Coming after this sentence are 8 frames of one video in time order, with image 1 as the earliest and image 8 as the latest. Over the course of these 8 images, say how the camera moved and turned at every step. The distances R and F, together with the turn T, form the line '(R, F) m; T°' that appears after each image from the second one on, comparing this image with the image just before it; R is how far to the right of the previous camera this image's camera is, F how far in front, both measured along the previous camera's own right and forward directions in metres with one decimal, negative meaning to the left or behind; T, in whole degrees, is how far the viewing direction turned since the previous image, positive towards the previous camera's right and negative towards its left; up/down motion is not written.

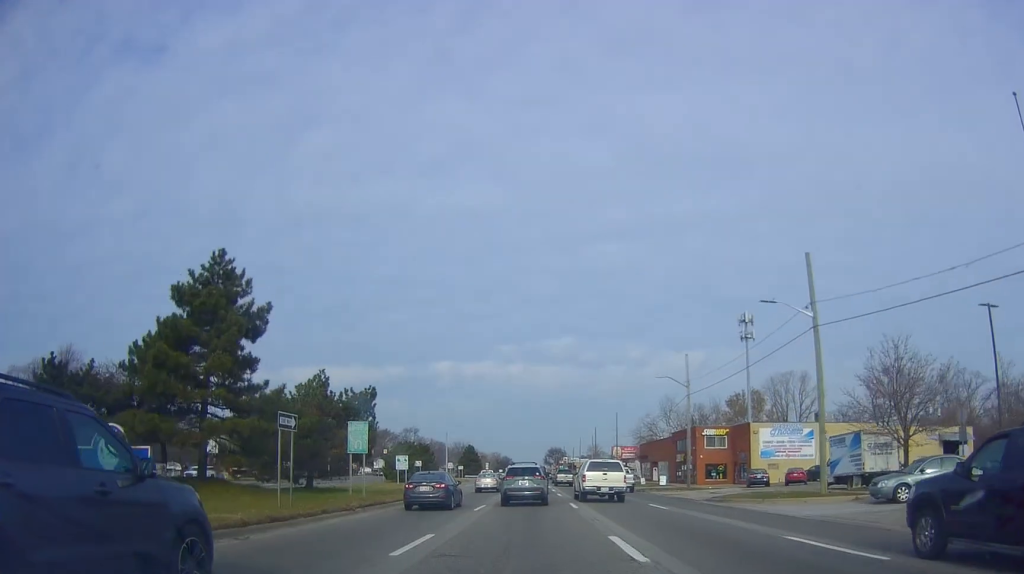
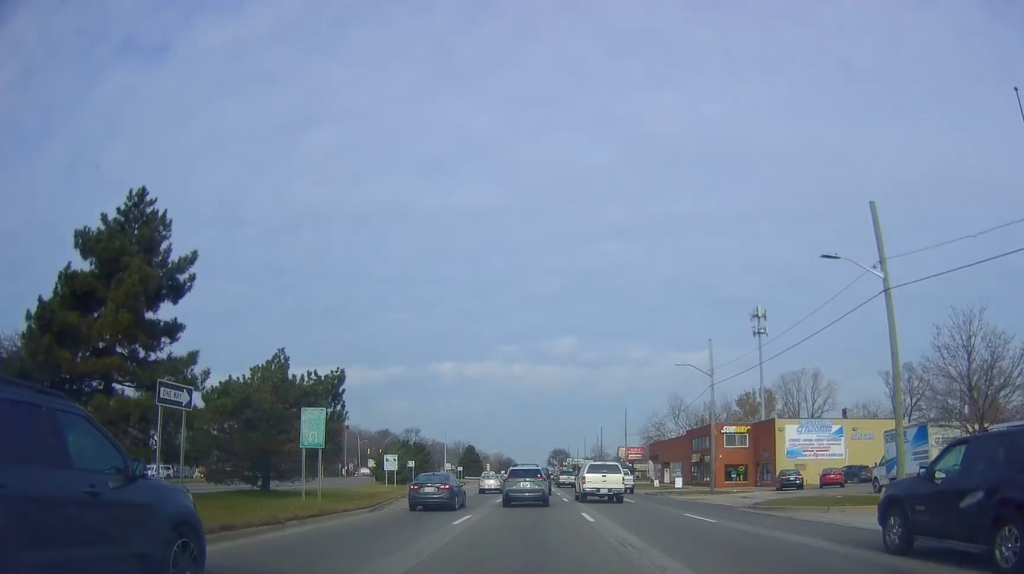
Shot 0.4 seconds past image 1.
(+0.2, +6.5) m; -1°
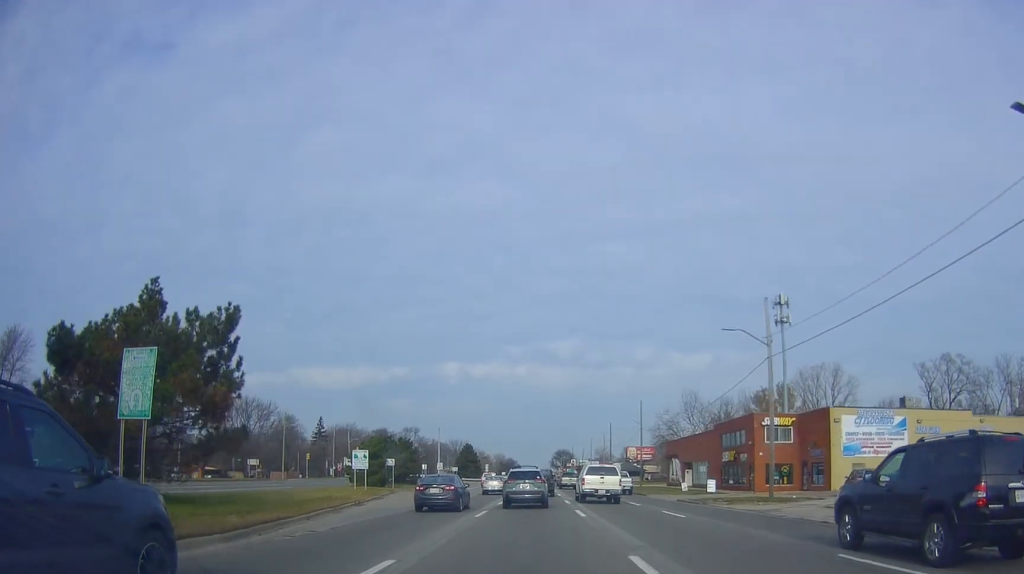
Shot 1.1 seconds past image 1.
(-0.5, +11.6) m; 0°
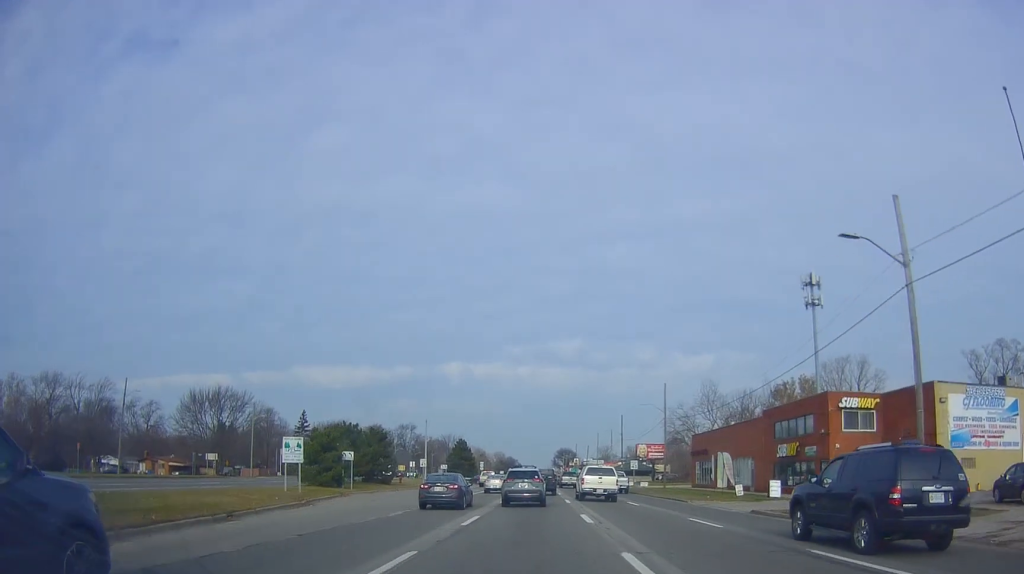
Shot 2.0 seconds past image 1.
(+0.1, +14.6) m; 0°
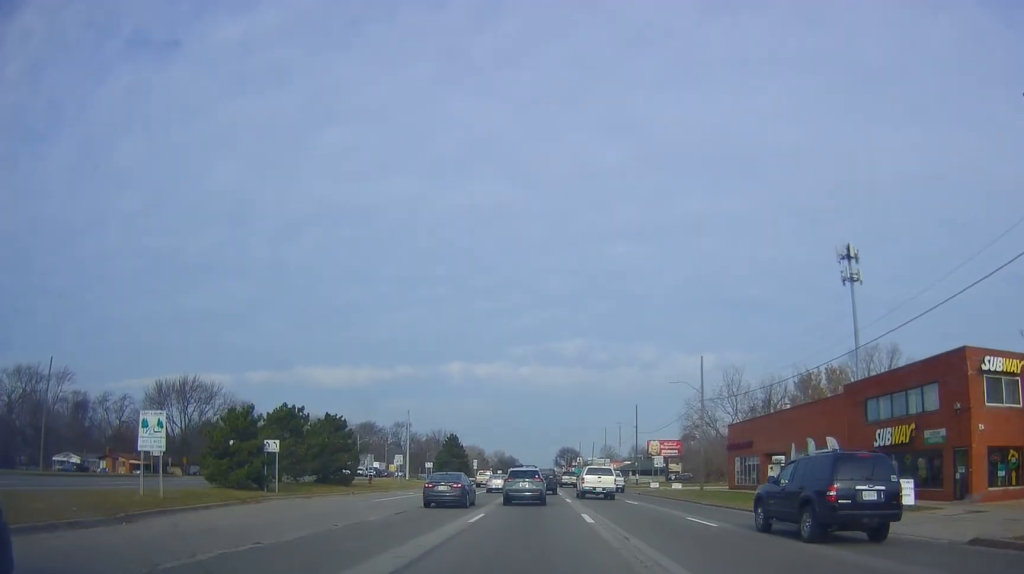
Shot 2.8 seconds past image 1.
(+0.2, +14.8) m; 0°
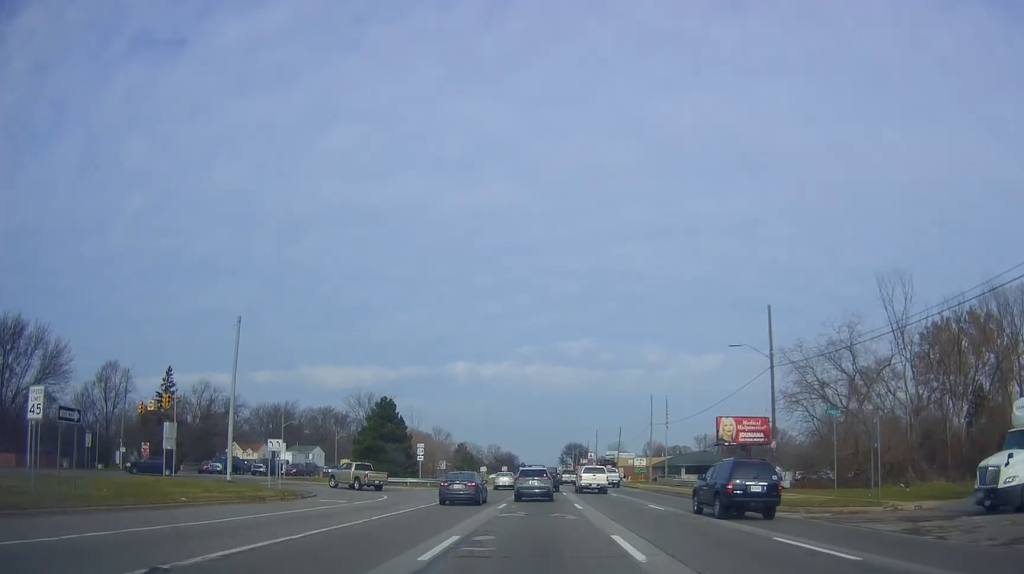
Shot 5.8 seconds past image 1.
(+0.6, +52.2) m; +2°
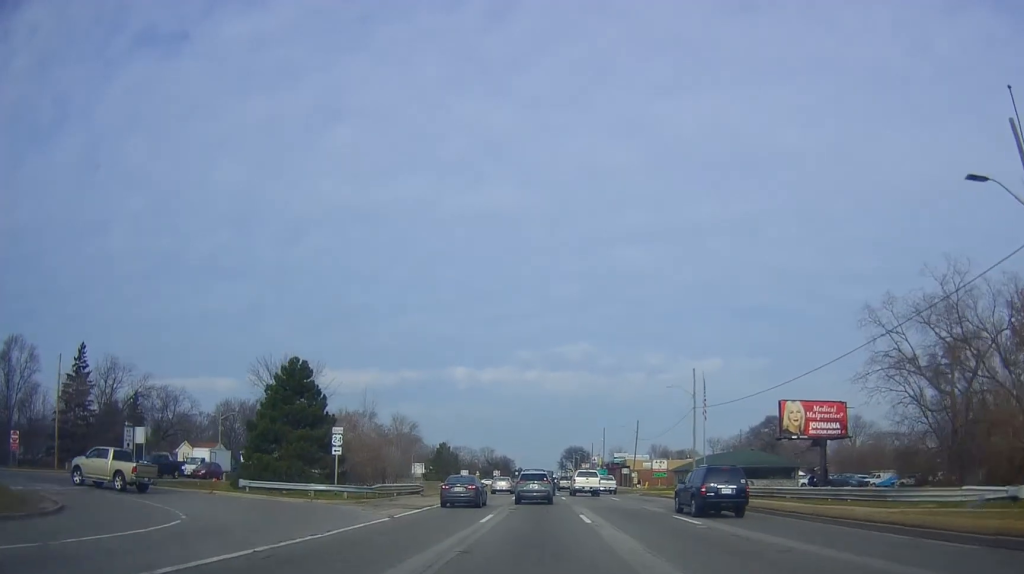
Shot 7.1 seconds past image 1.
(+0.4, +23.5) m; -1°
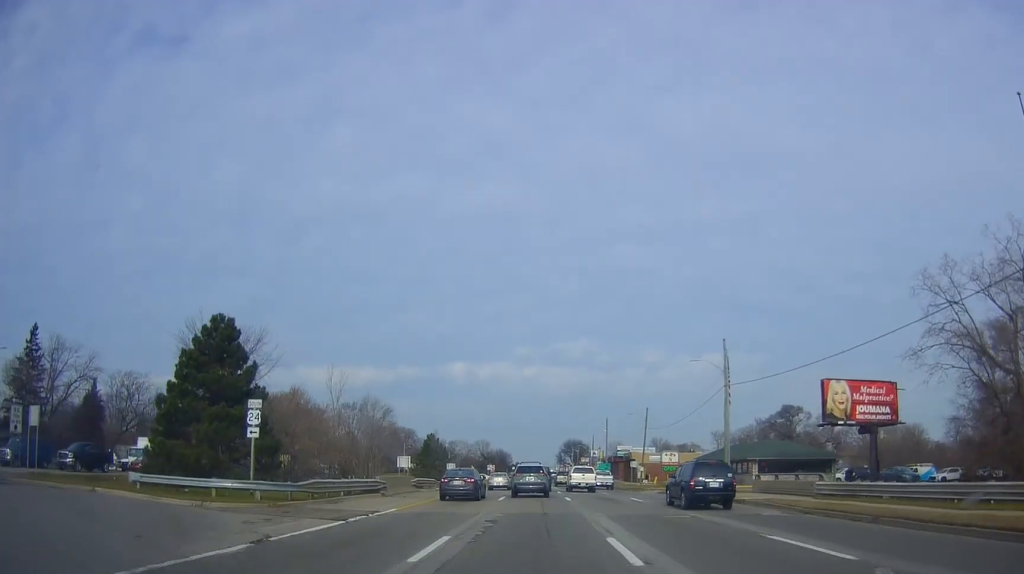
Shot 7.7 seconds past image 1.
(0.0, +10.4) m; -1°
